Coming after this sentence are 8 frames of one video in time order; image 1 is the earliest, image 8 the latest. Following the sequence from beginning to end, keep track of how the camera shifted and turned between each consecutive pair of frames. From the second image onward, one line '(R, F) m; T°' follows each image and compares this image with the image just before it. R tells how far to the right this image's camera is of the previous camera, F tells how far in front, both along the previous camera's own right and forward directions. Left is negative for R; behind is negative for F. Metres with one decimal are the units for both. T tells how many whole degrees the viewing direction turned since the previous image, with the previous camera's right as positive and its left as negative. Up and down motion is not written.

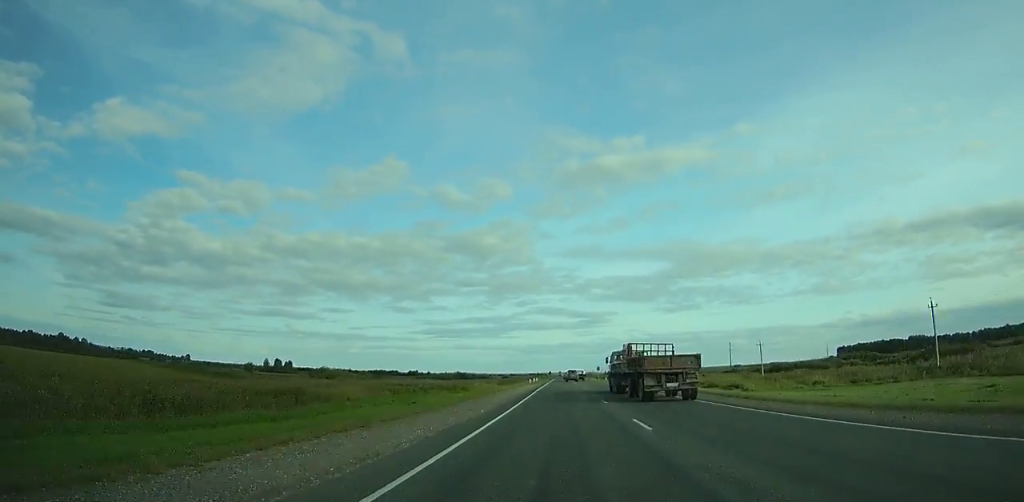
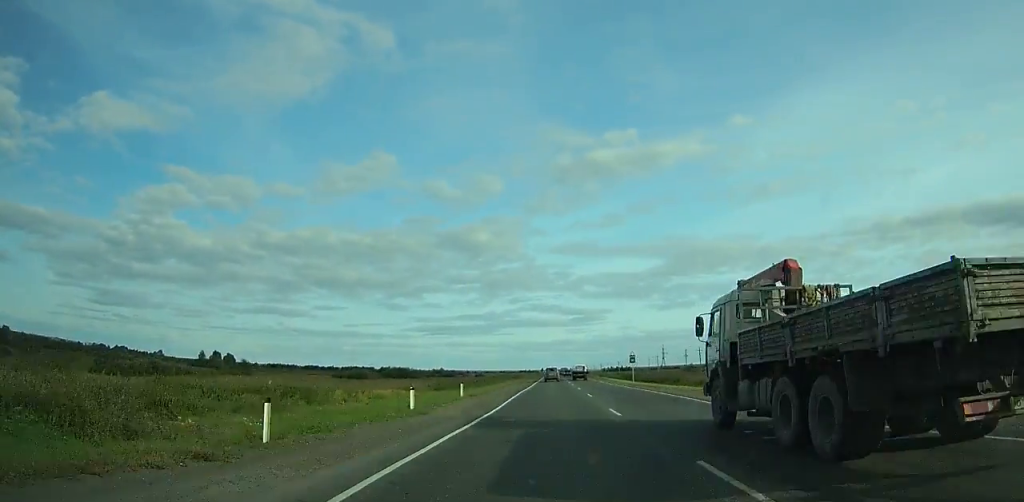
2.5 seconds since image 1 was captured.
(+0.3, +75.5) m; +1°
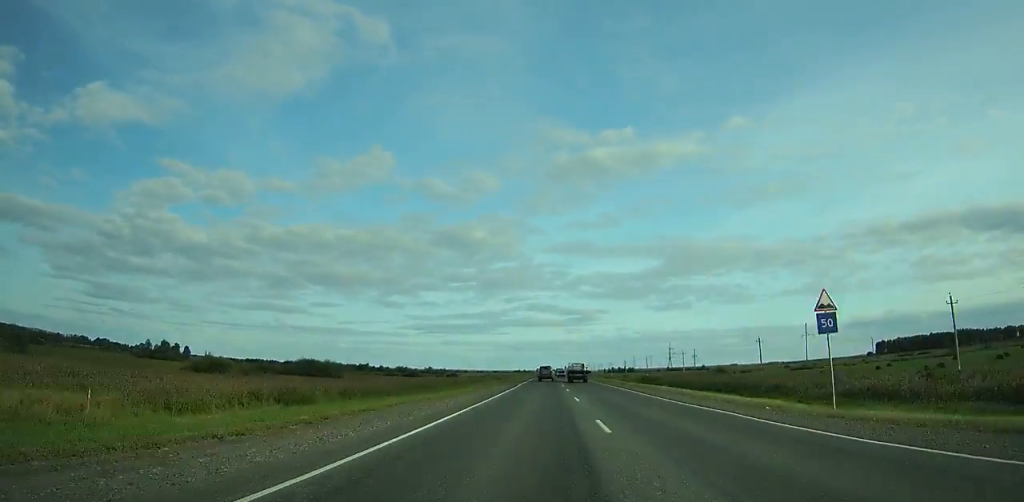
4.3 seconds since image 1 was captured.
(+0.2, +52.3) m; +1°
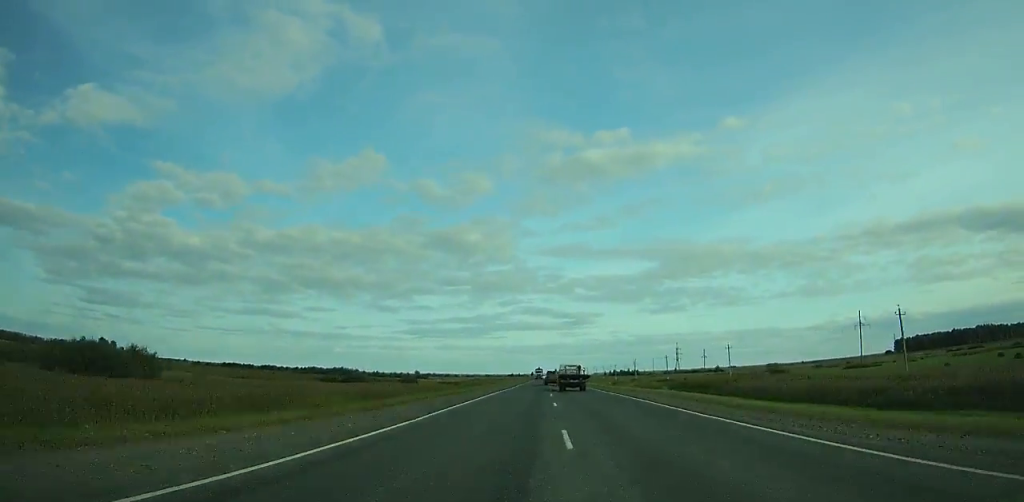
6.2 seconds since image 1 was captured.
(+0.2, +52.7) m; +1°
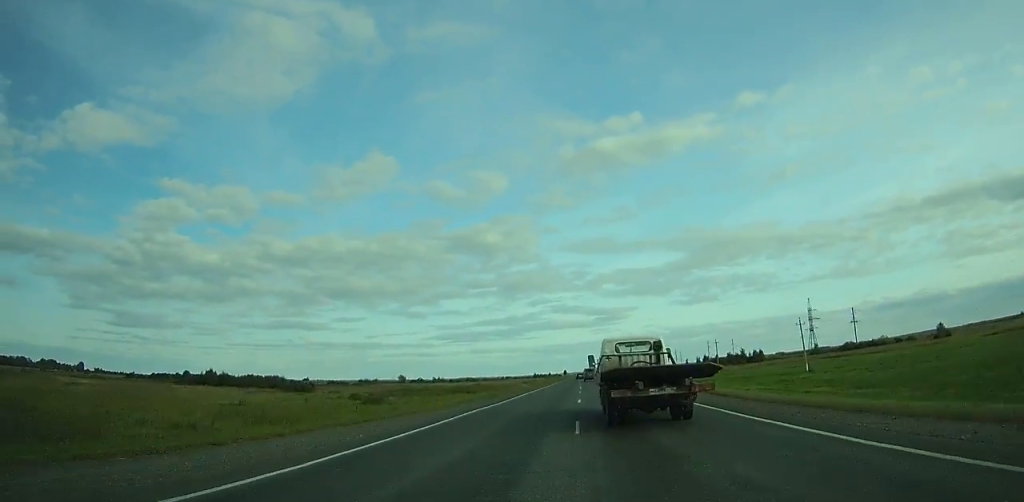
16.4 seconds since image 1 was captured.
(-3.7, +232.5) m; -3°
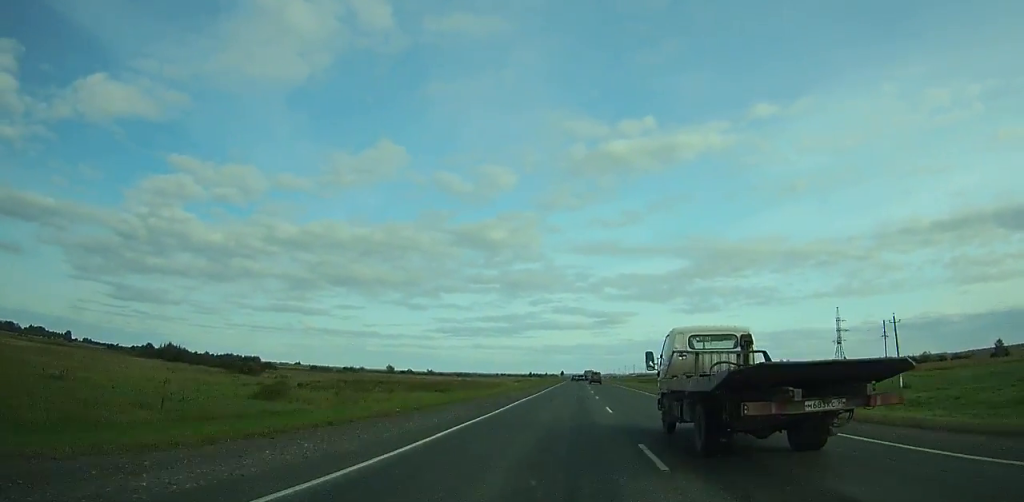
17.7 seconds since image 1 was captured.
(-0.4, +28.1) m; 0°
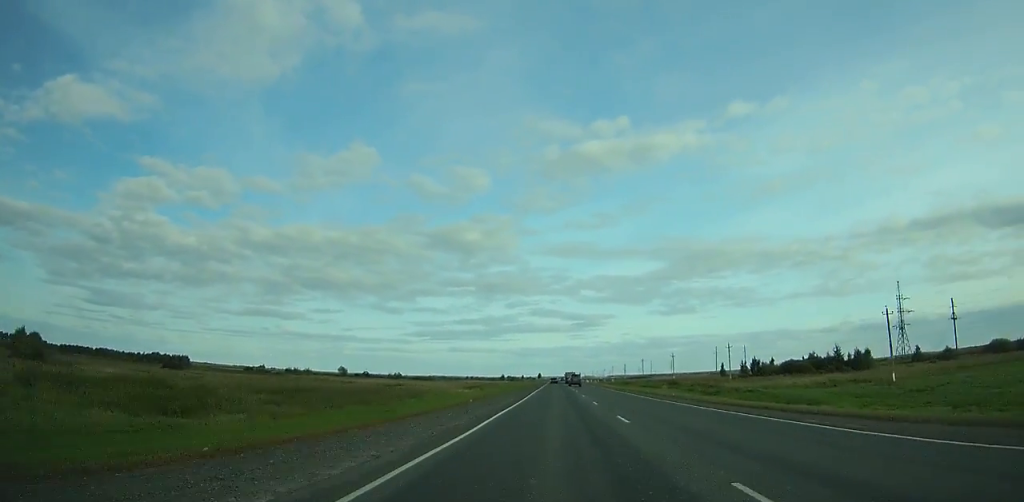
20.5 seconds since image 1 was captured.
(+0.2, +62.9) m; +1°
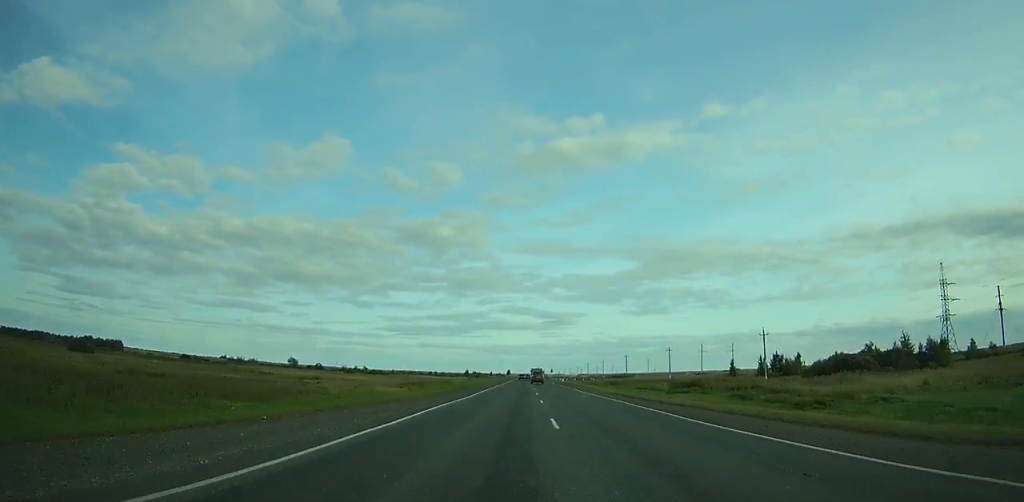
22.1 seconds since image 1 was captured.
(+0.2, +37.3) m; +1°
